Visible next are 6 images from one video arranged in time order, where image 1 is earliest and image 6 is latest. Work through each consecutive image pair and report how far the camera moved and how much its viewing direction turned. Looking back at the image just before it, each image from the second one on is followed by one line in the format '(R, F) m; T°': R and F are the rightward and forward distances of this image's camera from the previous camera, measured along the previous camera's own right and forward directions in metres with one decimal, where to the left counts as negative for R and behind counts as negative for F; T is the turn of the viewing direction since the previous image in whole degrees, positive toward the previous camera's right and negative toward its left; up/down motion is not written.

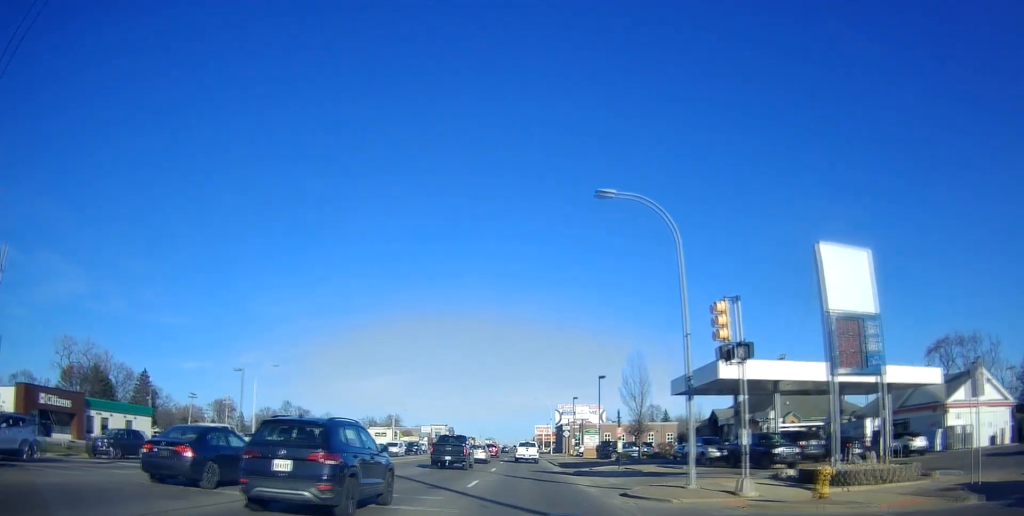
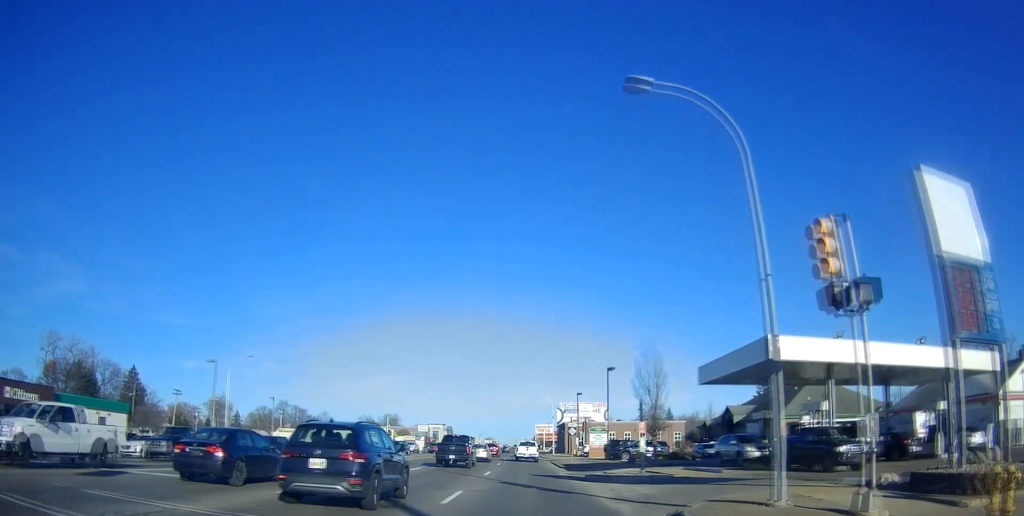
(-0.1, +5.0) m; -2°
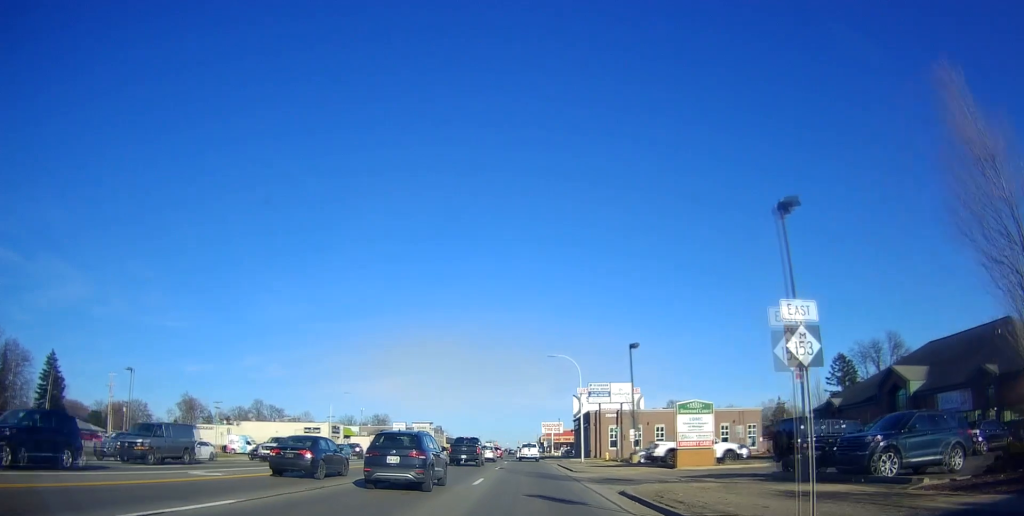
(-0.8, +32.7) m; 0°
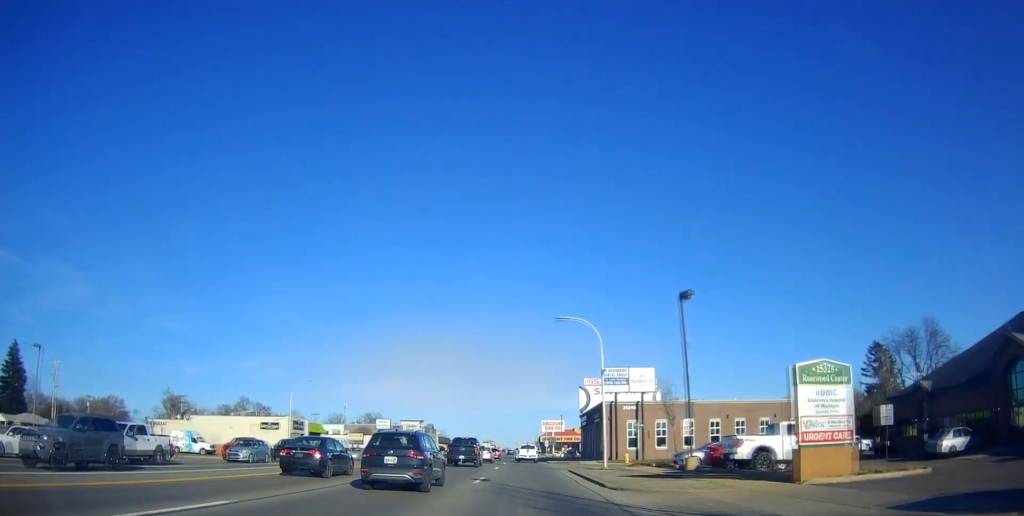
(0.0, +13.0) m; 0°
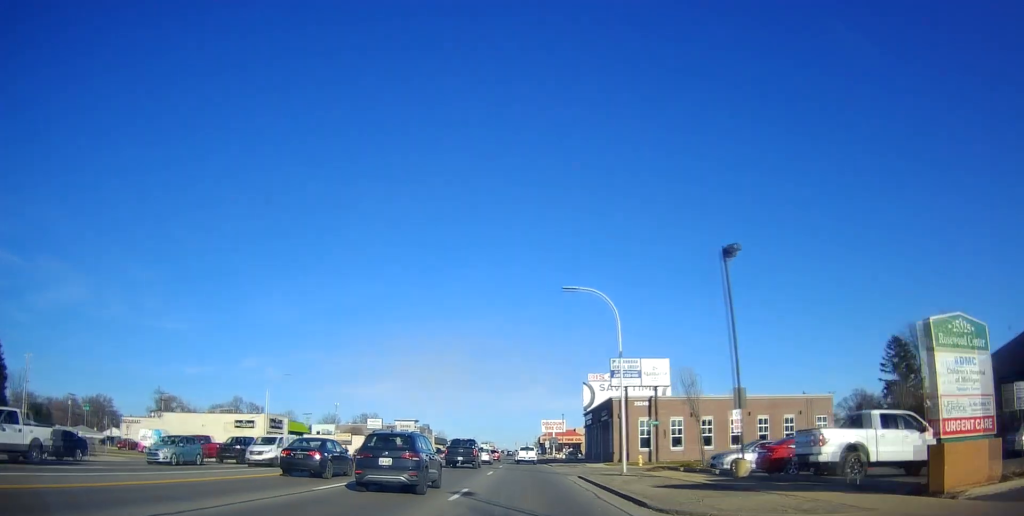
(0.0, +6.1) m; -1°
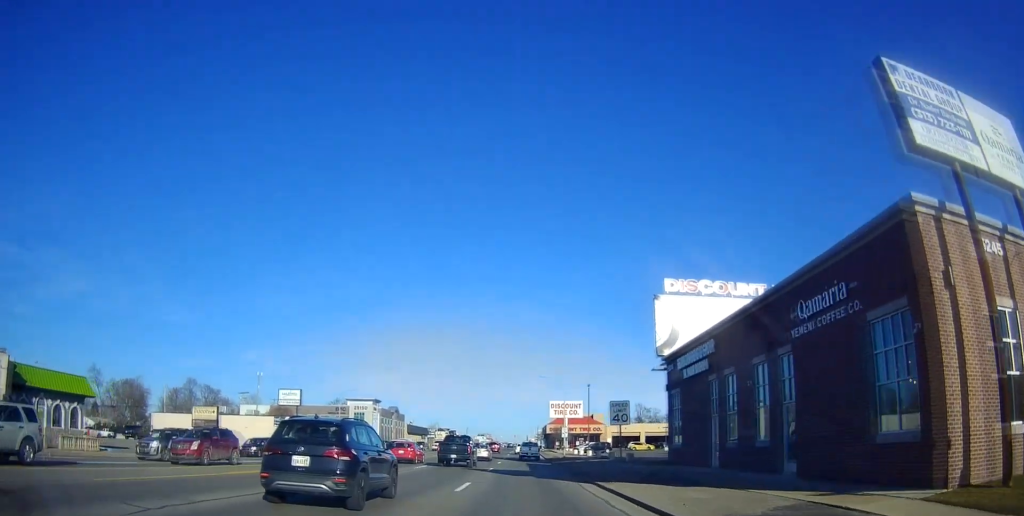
(-0.1, +41.8) m; +1°
